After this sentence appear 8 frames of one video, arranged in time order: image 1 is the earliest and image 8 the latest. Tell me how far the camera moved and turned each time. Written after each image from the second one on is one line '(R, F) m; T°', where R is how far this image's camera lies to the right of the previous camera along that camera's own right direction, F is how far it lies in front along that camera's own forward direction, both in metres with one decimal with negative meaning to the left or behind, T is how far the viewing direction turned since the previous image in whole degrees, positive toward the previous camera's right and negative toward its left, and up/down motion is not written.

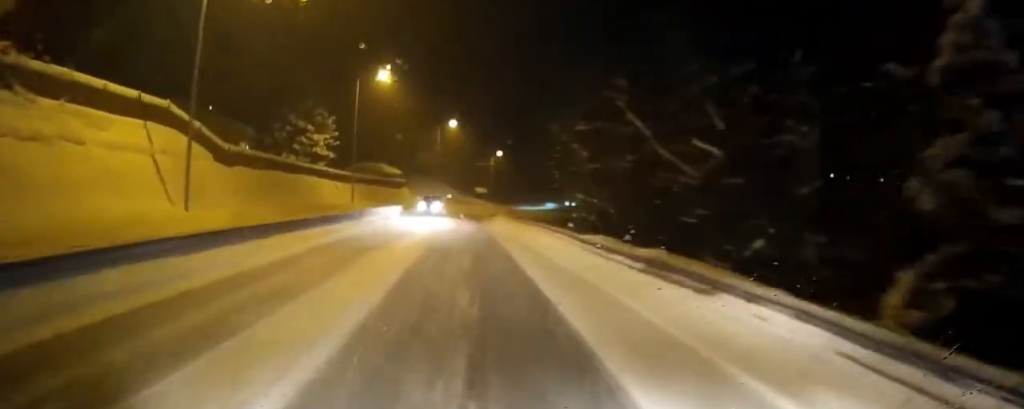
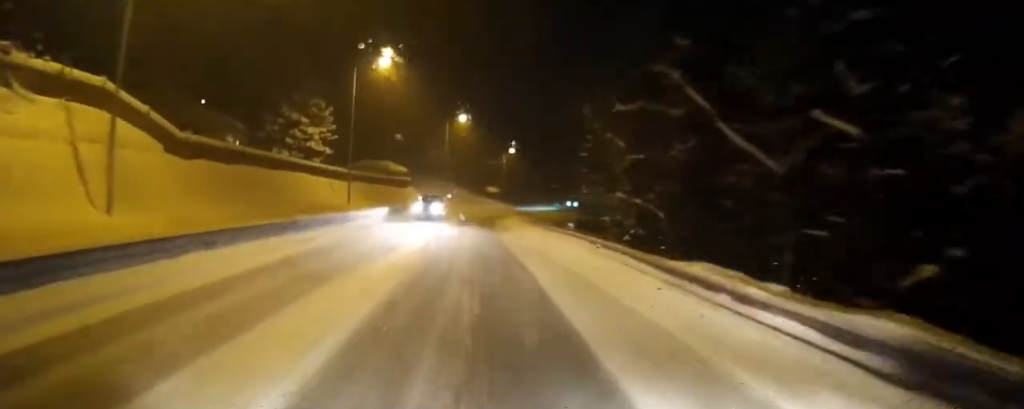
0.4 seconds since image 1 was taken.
(0.0, +5.5) m; -2°
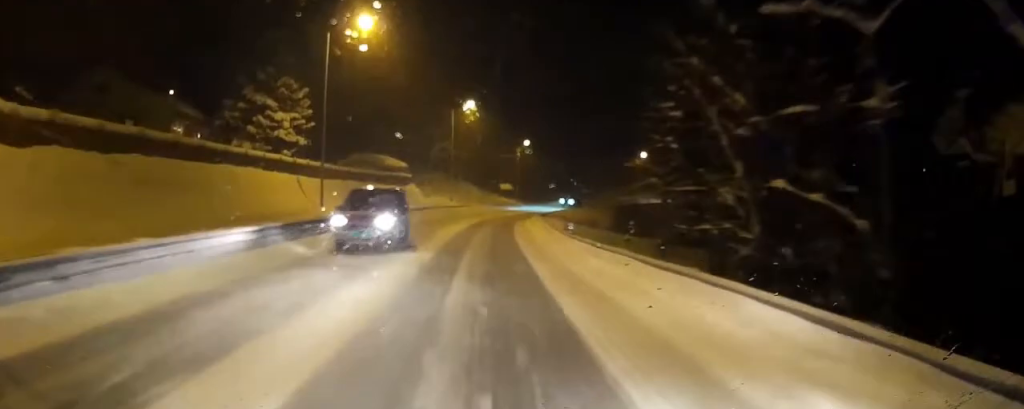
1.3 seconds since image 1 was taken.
(-0.4, +10.9) m; -2°
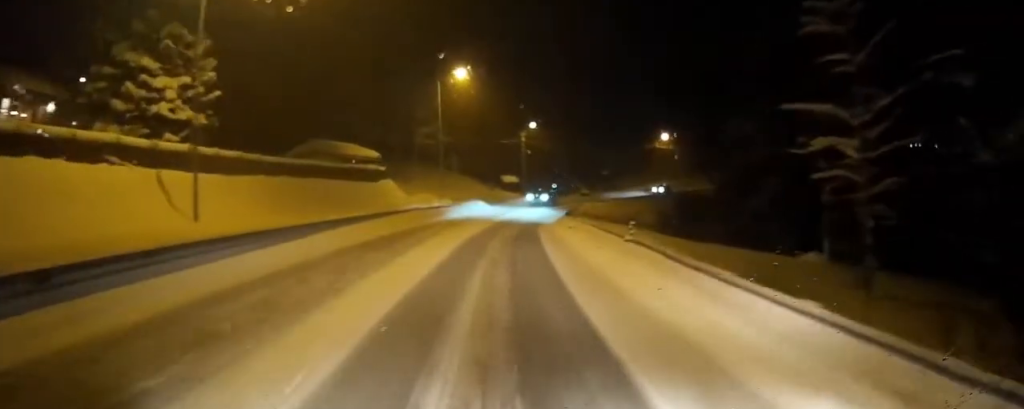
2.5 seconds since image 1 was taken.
(0.0, +16.8) m; 0°
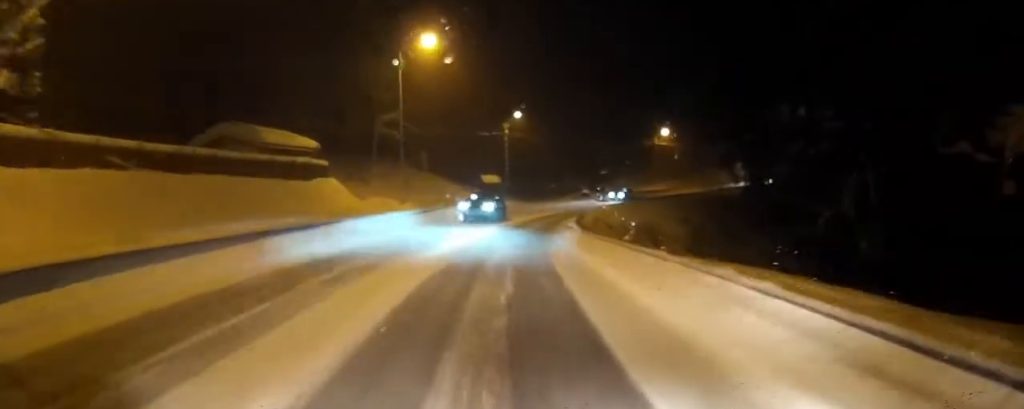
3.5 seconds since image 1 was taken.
(-0.1, +13.3) m; +1°
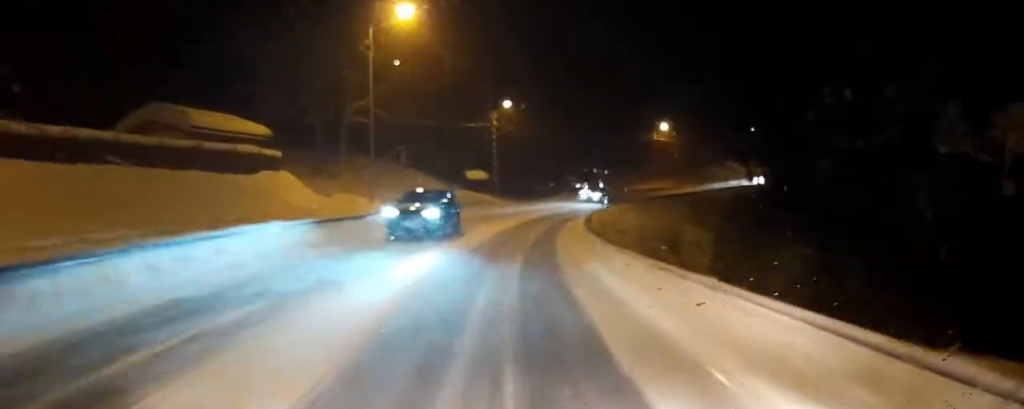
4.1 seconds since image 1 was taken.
(+0.1, +7.1) m; +2°
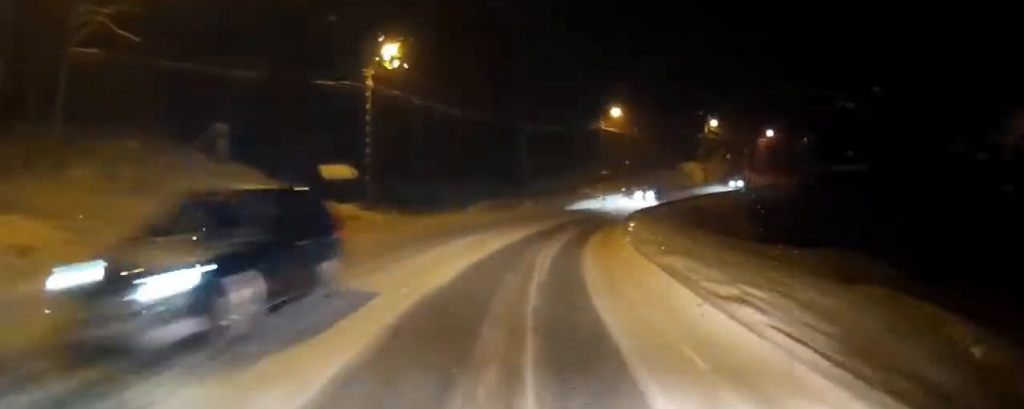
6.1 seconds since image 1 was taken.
(+1.7, +26.4) m; +9°
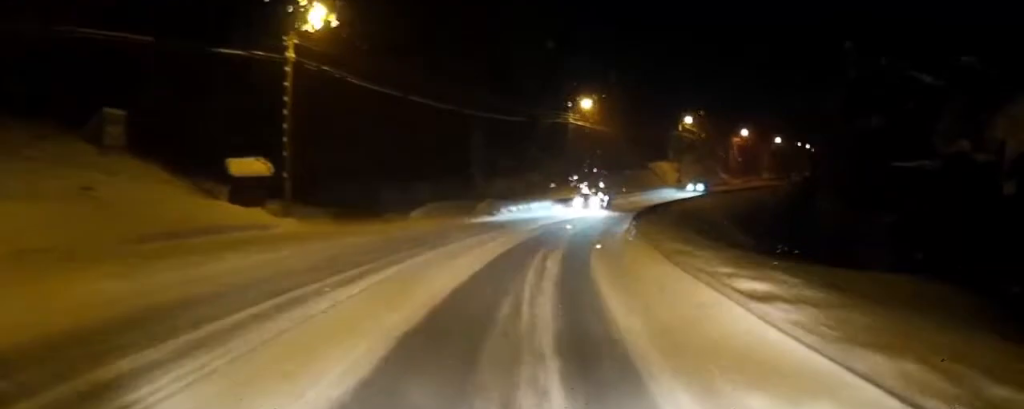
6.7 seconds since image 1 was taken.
(+0.3, +8.0) m; +4°
